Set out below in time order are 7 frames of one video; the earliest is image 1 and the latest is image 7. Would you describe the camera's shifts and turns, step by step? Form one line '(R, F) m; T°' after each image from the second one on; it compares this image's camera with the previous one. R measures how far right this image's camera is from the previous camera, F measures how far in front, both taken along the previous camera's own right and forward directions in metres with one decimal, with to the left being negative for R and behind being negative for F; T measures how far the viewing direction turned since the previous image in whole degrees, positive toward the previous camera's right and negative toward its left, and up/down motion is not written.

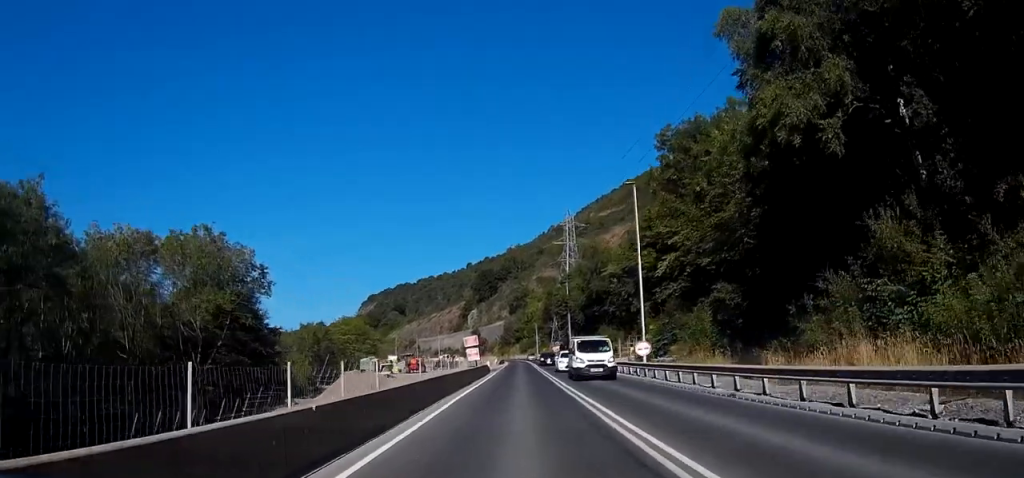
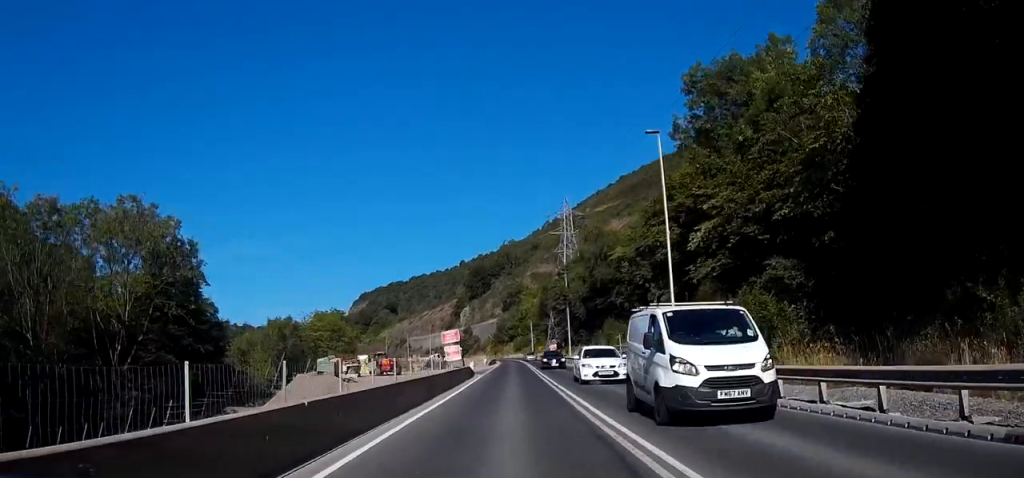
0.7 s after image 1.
(0.0, +11.6) m; 0°
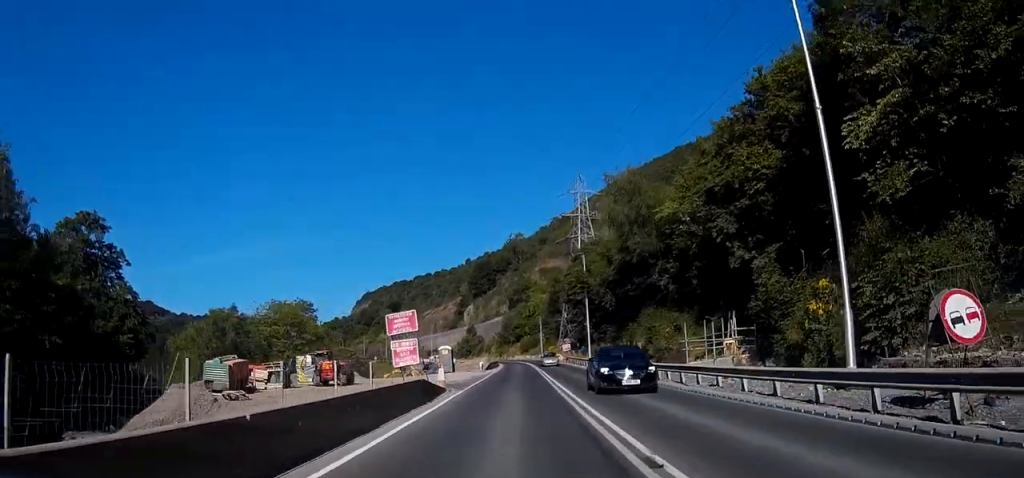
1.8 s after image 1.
(+0.2, +19.7) m; 0°
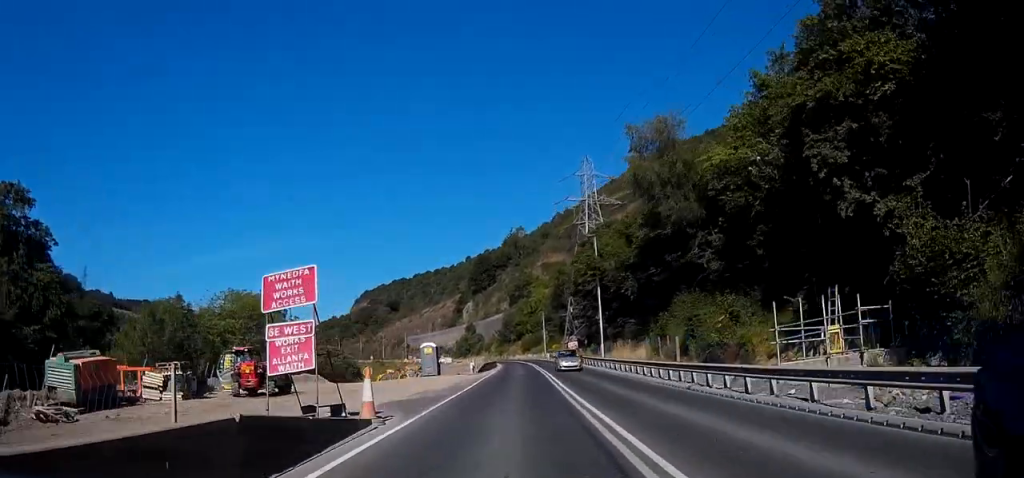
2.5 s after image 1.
(-0.1, +12.1) m; 0°
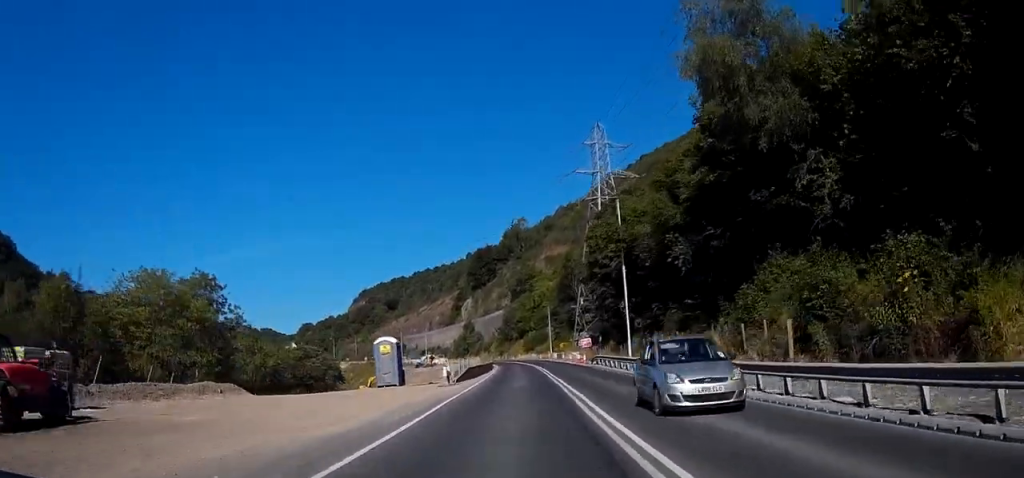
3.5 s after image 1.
(+0.1, +16.7) m; 0°
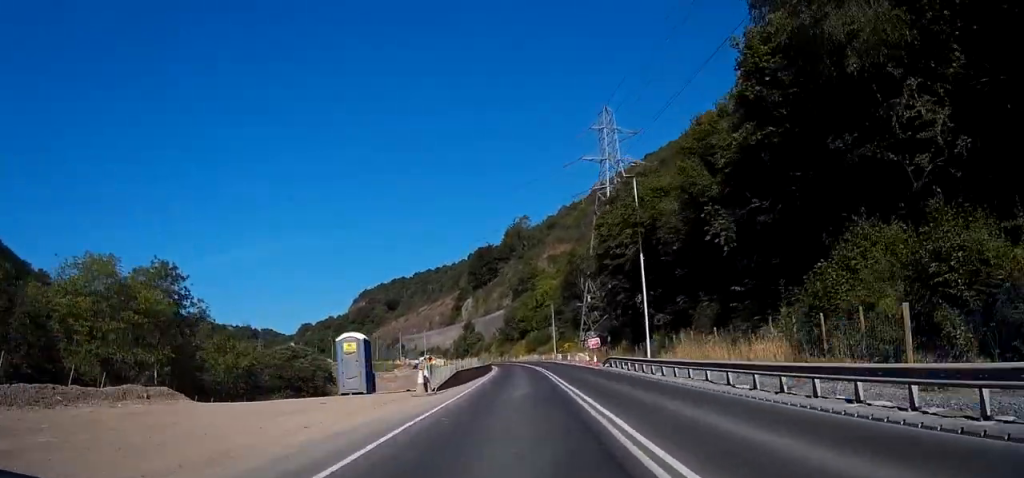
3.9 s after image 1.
(0.0, +7.5) m; 0°
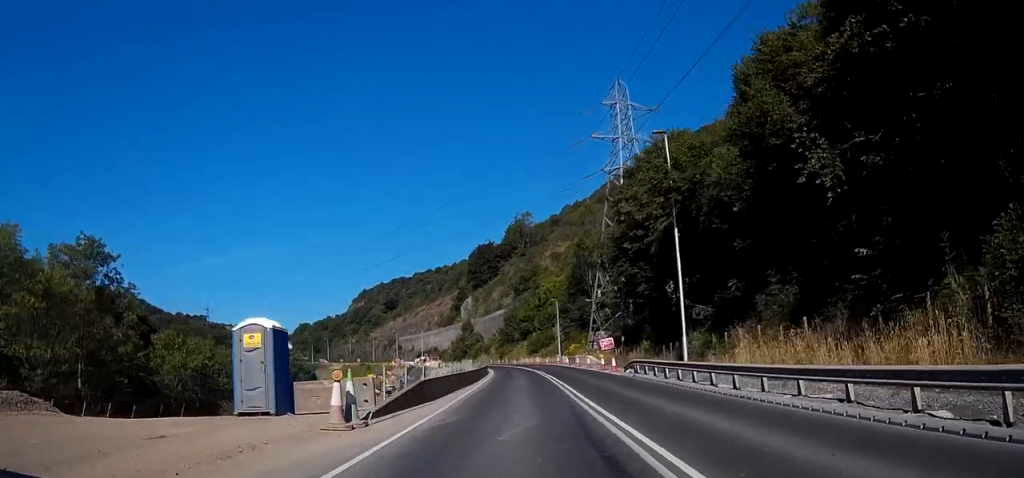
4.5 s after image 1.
(-0.1, +10.4) m; 0°
